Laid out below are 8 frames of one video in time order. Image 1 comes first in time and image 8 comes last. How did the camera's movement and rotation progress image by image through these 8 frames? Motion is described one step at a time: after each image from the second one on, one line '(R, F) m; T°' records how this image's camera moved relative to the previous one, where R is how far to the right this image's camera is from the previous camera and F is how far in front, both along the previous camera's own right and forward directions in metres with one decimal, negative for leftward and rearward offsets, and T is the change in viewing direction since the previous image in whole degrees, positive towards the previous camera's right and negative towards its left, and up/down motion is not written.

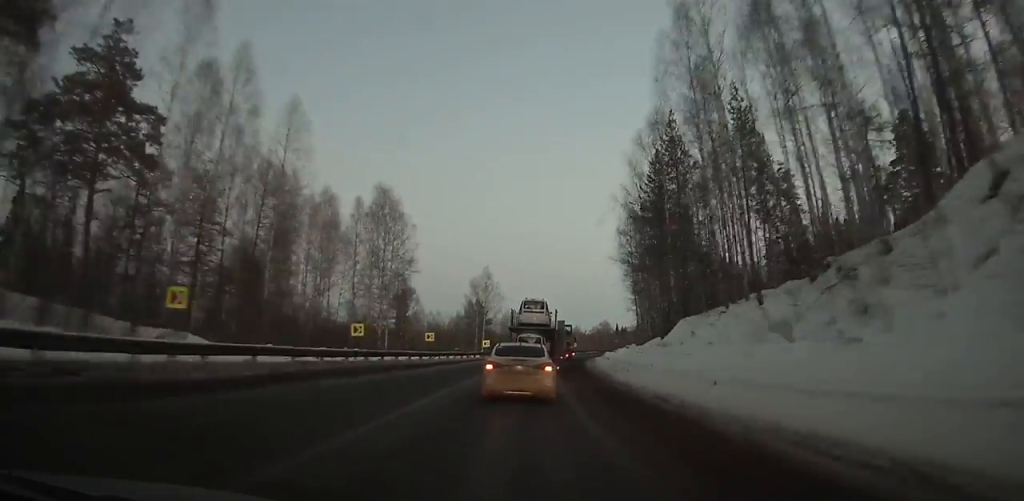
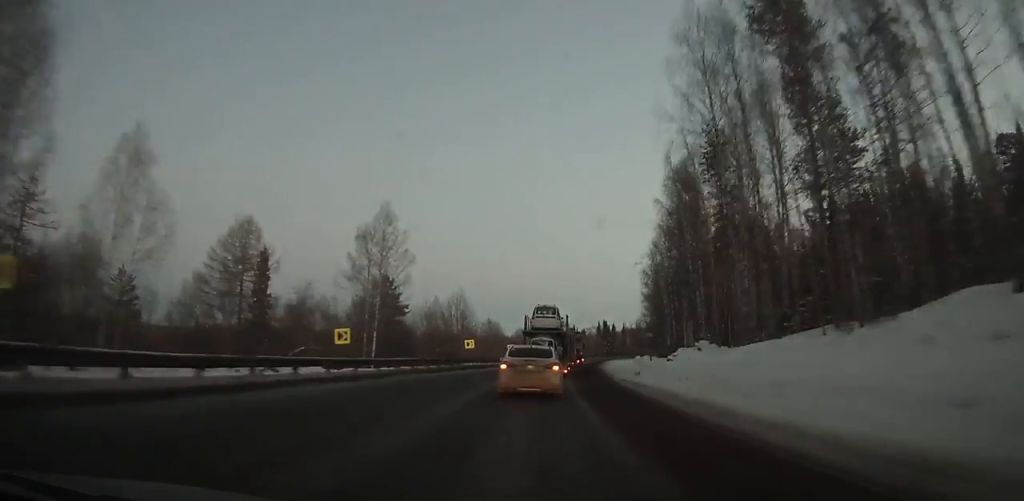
(+1.8, +45.2) m; +6°
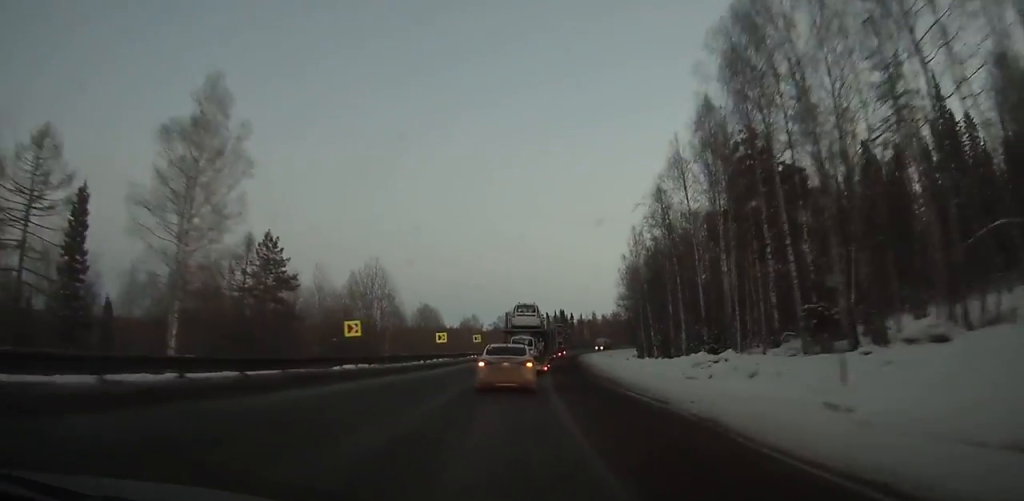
(+1.0, +26.9) m; +4°
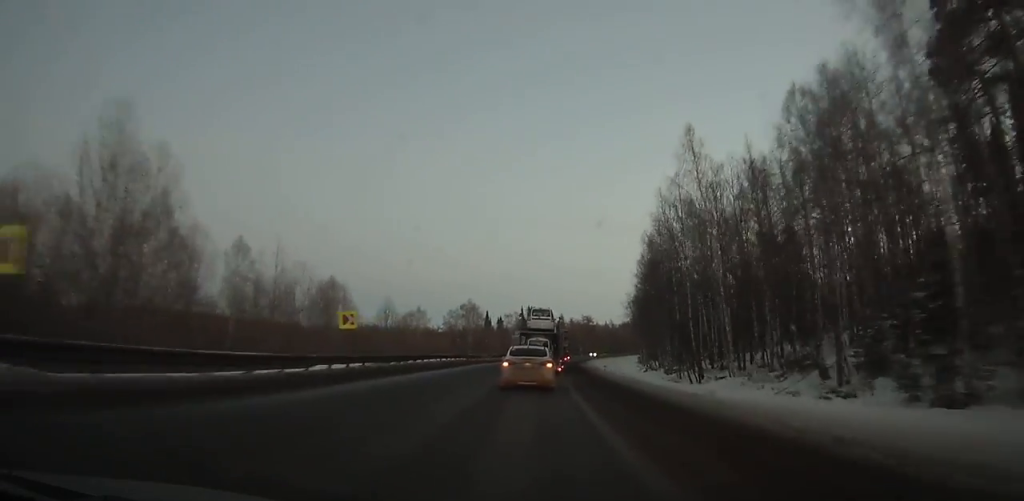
(+2.1, +44.4) m; +5°
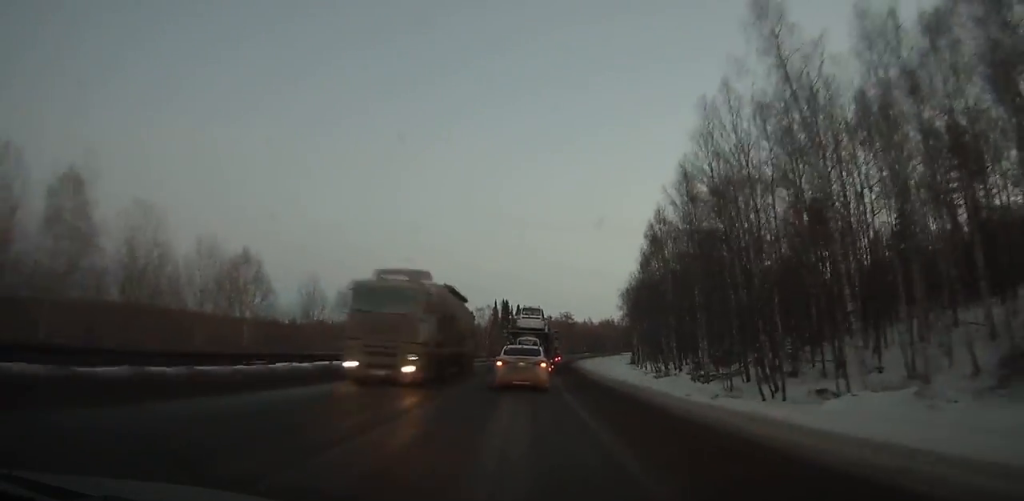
(+0.4, +20.1) m; +2°
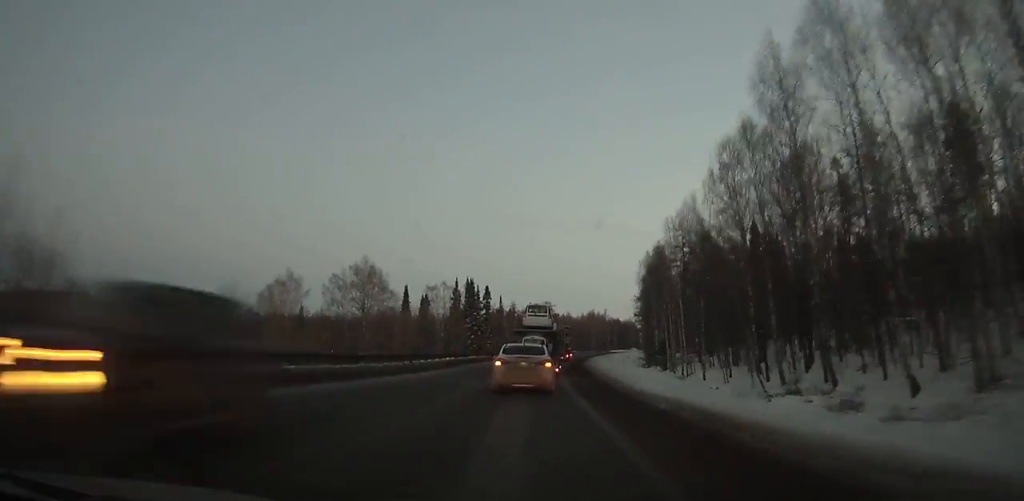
(+1.5, +40.6) m; +4°
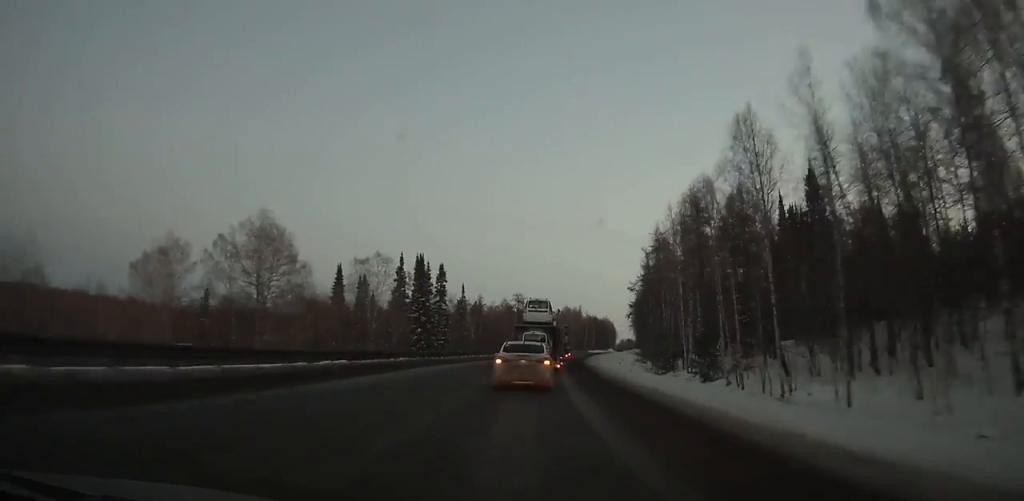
(+0.7, +29.2) m; +3°
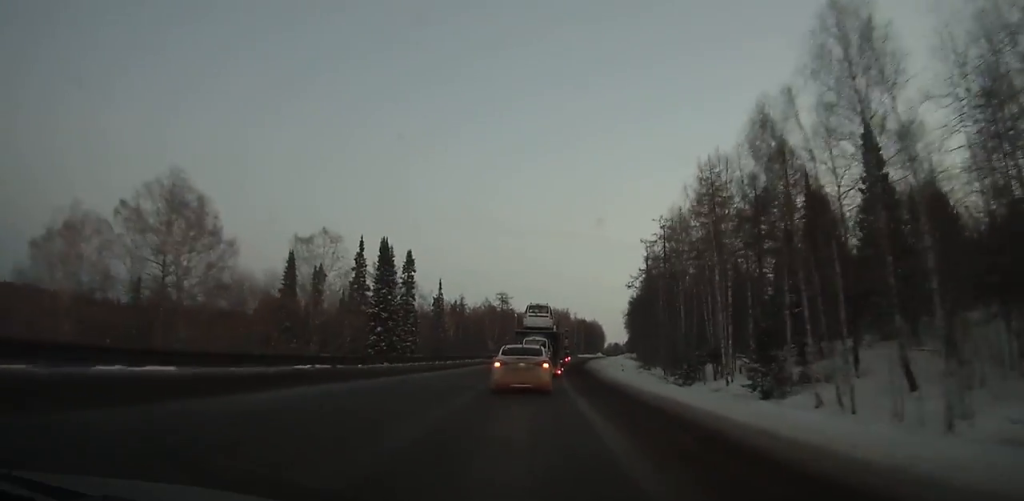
(+0.1, +15.6) m; +2°
